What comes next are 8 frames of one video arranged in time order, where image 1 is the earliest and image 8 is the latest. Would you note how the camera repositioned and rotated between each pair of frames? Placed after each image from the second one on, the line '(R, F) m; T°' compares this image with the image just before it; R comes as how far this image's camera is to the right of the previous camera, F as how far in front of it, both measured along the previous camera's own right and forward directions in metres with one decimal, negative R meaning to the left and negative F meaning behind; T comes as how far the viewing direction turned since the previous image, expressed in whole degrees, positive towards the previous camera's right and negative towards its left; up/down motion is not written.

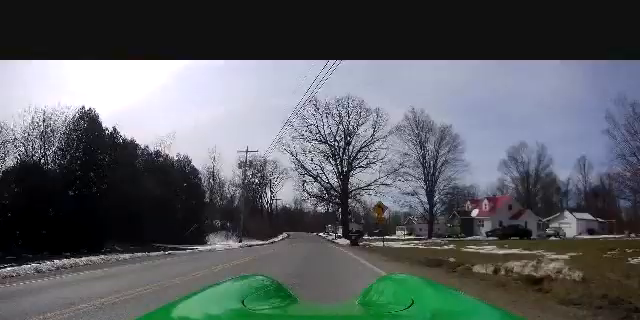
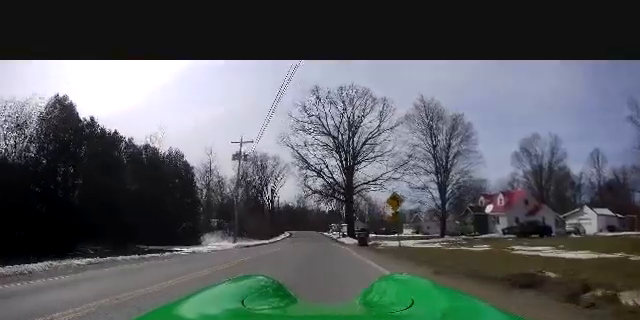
(0.0, +4.0) m; 0°
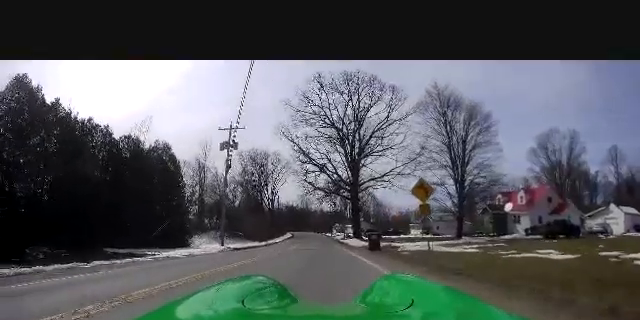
(0.0, +5.2) m; 0°
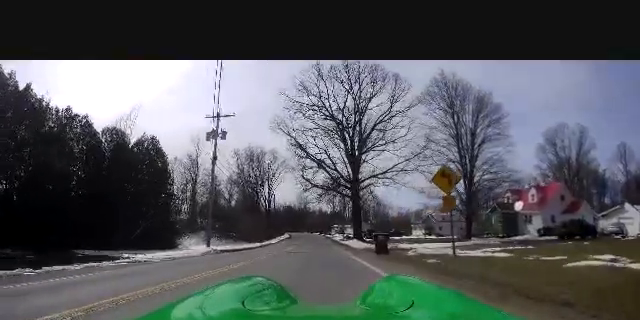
(0.0, +3.2) m; 0°
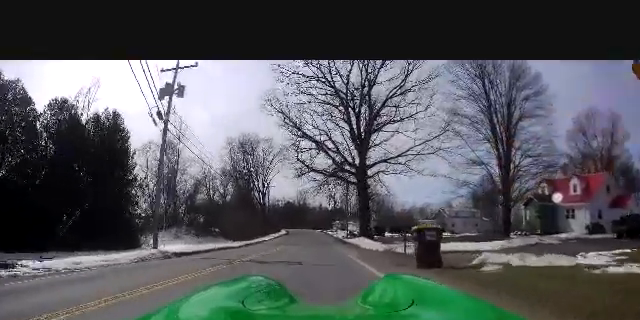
(0.0, +8.7) m; 0°
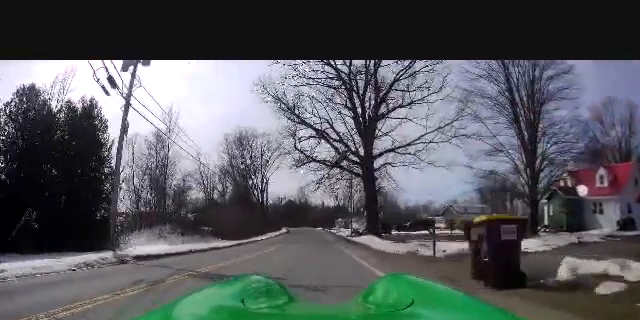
(0.0, +4.2) m; -1°
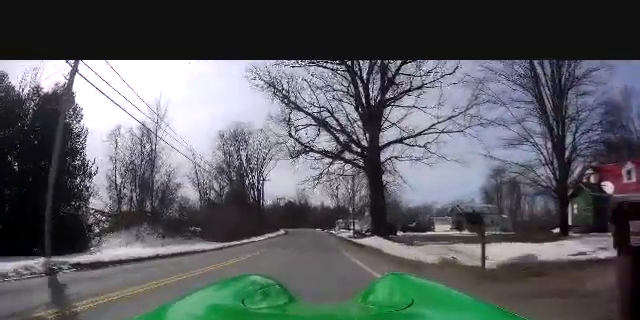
(0.0, +4.0) m; -1°
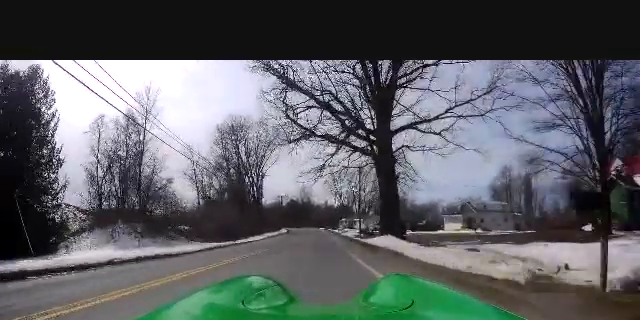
(-0.2, +4.2) m; 0°
